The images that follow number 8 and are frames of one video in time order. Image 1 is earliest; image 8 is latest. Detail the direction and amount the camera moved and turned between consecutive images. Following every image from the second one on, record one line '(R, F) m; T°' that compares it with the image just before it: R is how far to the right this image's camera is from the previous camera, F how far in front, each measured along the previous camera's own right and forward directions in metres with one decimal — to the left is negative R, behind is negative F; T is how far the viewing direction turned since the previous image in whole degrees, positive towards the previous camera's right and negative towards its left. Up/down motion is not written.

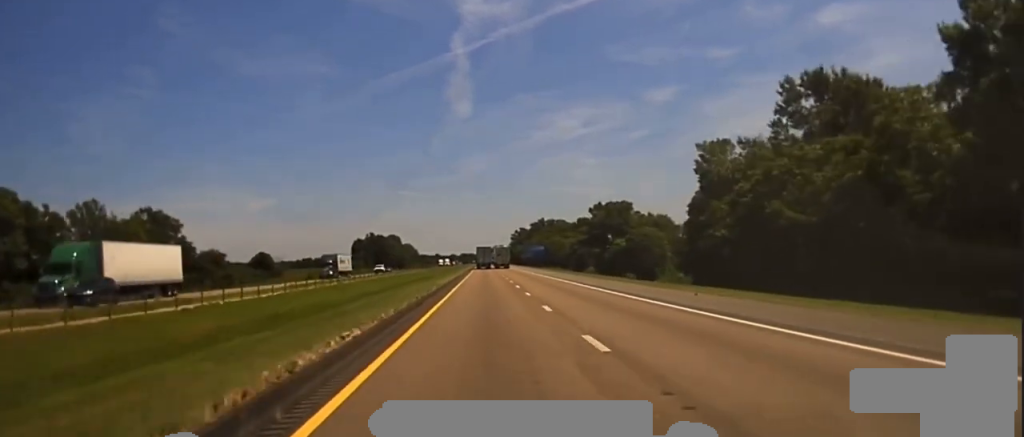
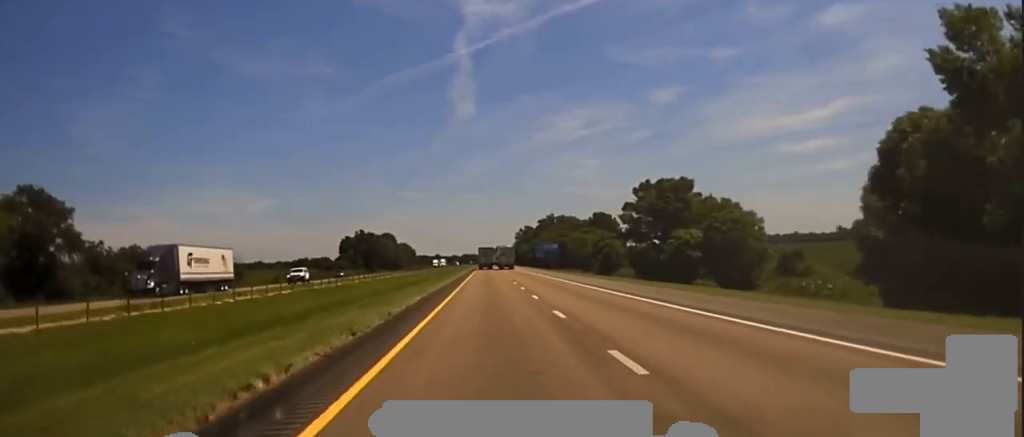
(-0.1, +40.3) m; 0°
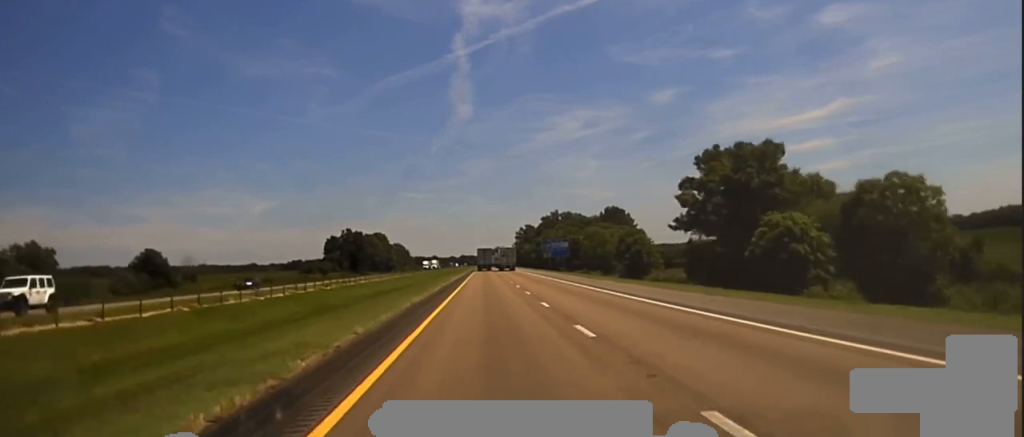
(+0.2, +30.8) m; 0°
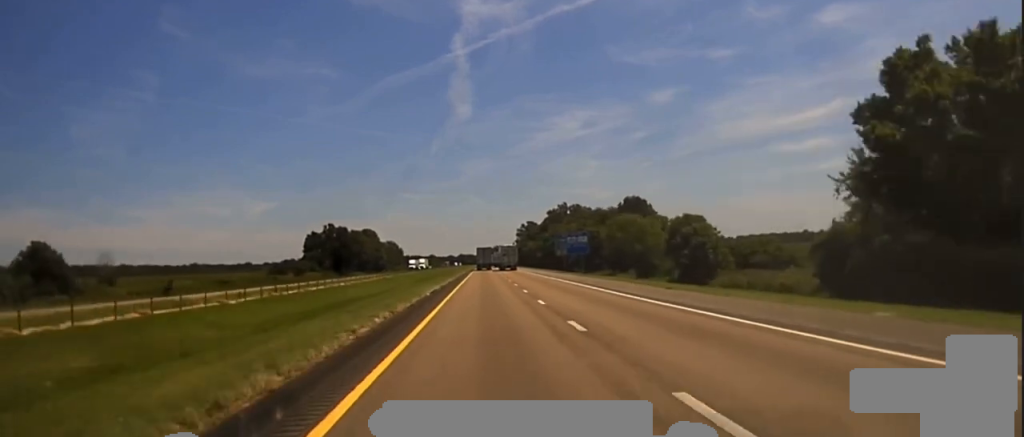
(-0.3, +35.7) m; -1°
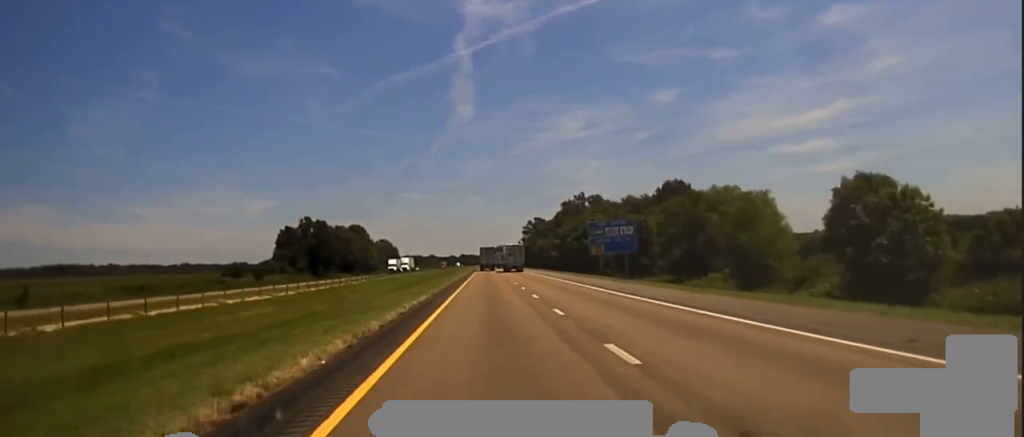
(+0.2, +43.5) m; +1°
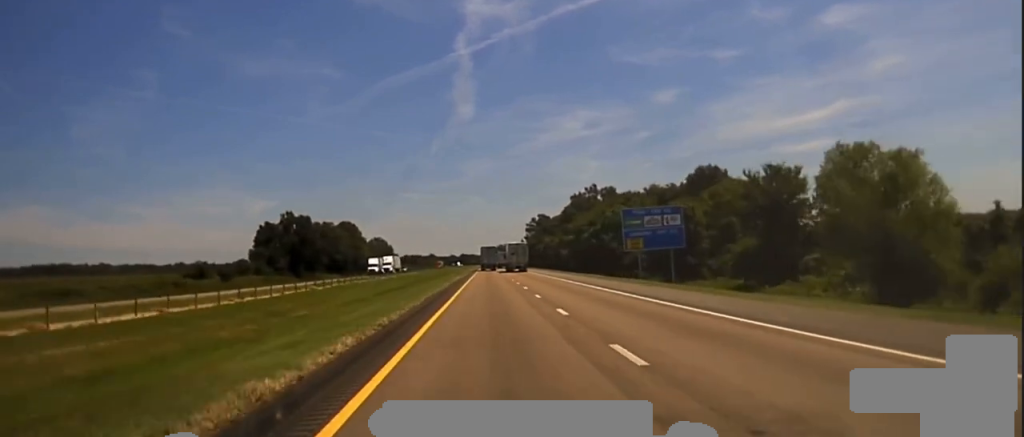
(+0.1, +24.9) m; 0°
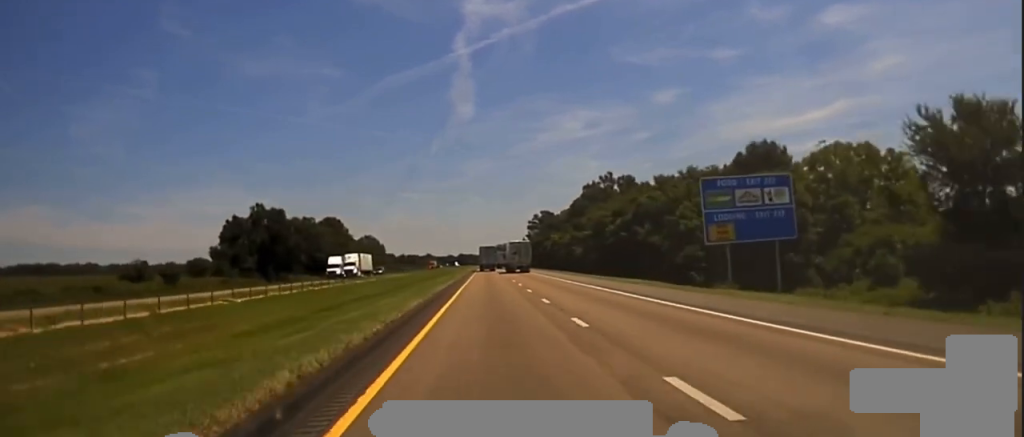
(0.0, +29.1) m; 0°
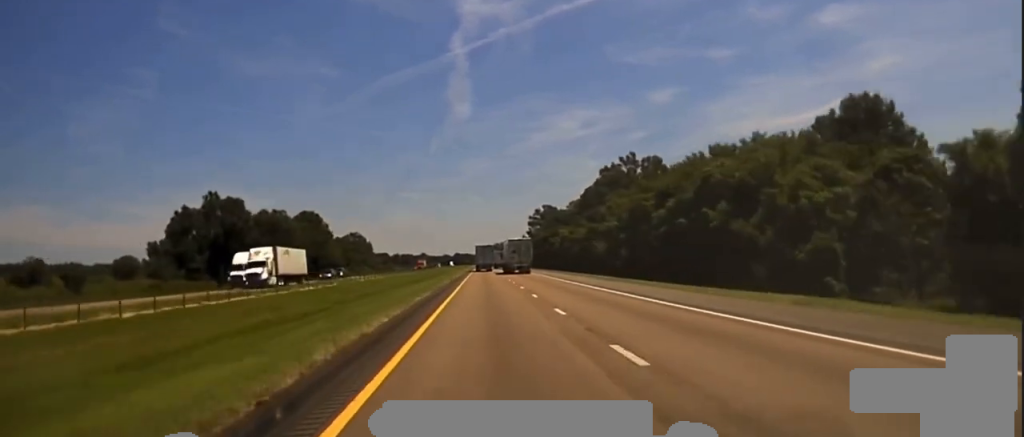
(+0.1, +32.4) m; -1°
